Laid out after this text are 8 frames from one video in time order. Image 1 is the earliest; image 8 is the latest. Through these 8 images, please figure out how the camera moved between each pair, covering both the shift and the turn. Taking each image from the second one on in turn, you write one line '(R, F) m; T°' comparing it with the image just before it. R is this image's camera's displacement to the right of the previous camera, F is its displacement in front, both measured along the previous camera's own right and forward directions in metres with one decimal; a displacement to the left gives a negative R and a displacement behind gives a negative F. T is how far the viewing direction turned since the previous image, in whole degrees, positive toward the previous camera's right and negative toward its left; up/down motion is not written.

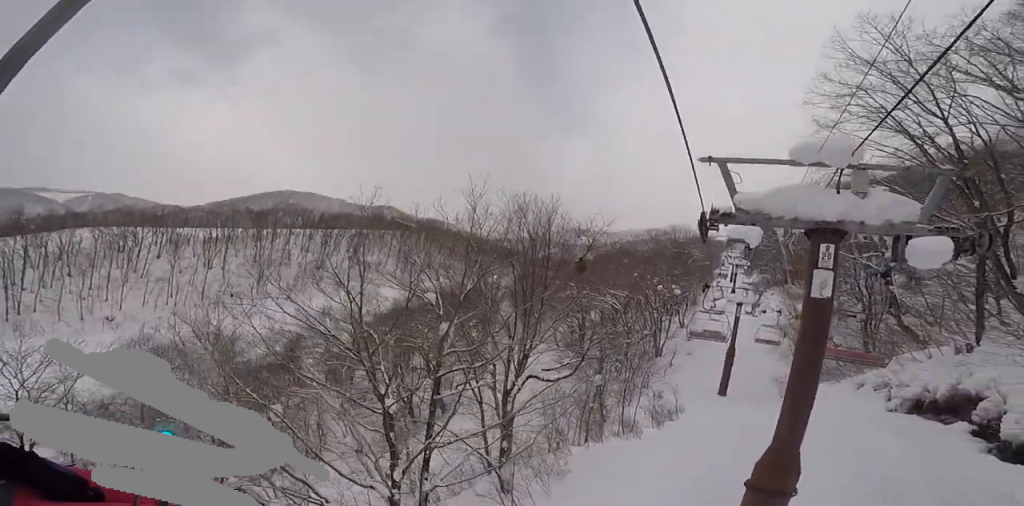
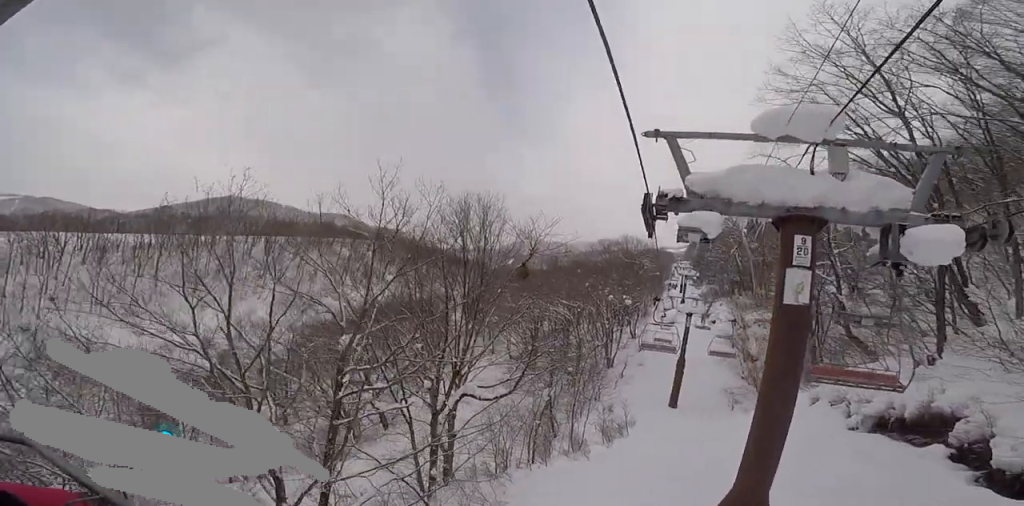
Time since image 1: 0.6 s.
(+0.2, +2.3) m; 0°
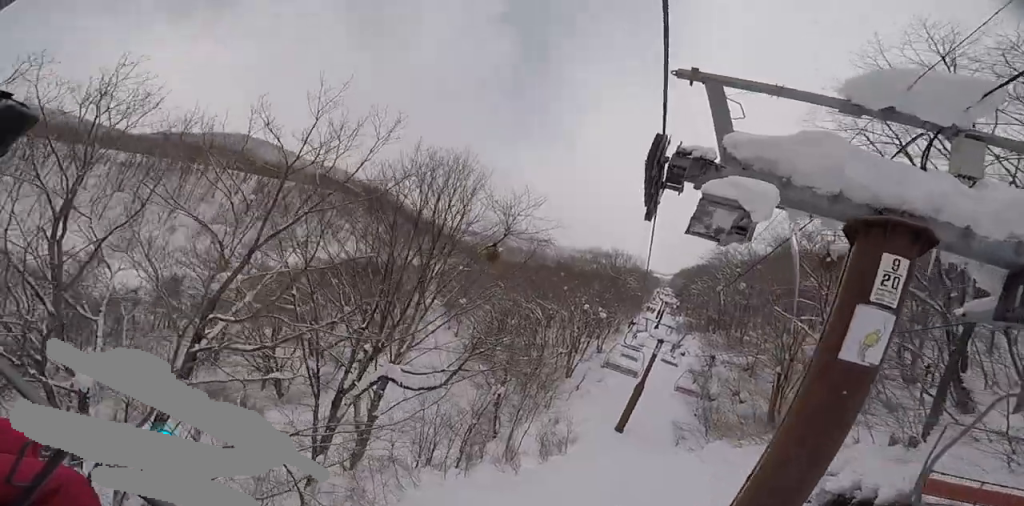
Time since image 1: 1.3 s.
(-0.1, +2.9) m; -2°
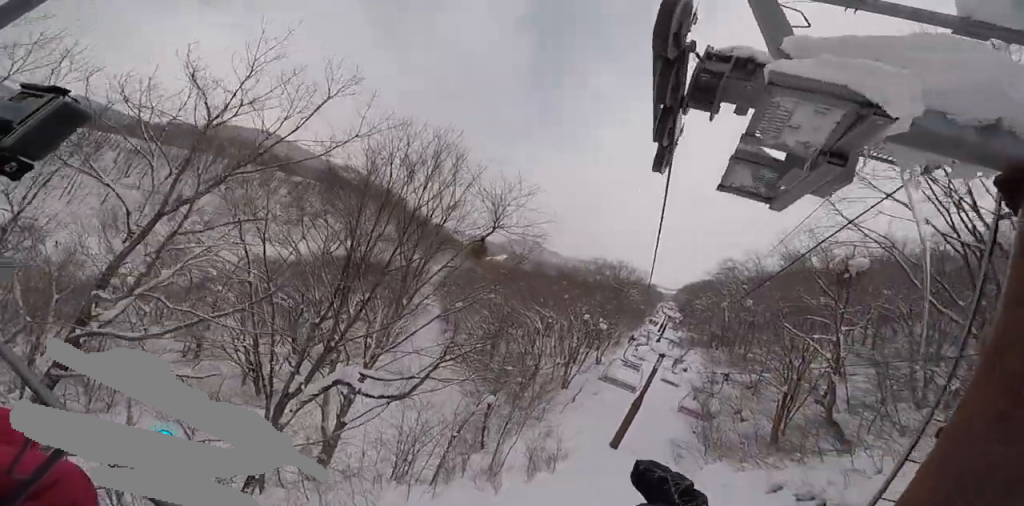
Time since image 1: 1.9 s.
(-0.1, +2.1) m; -3°
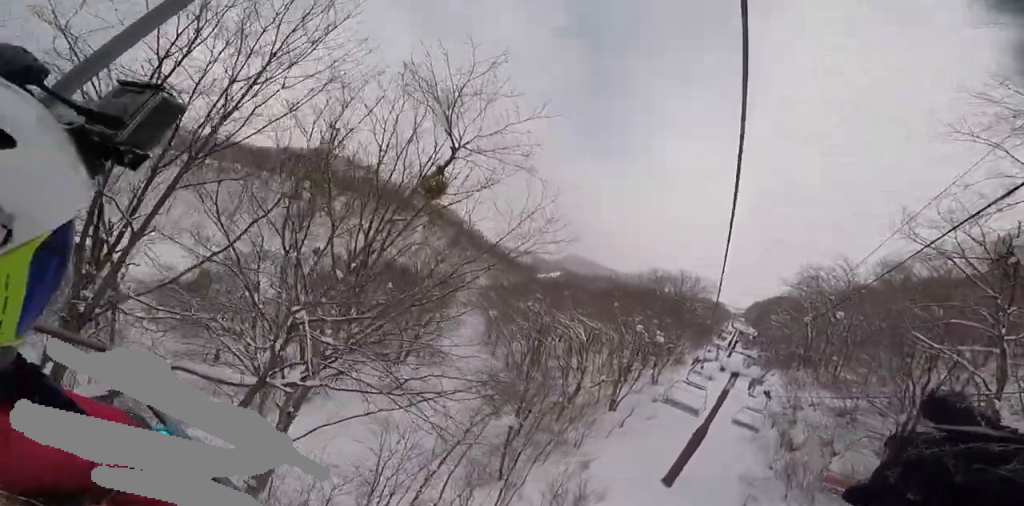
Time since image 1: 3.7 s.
(+0.5, +7.2) m; +8°
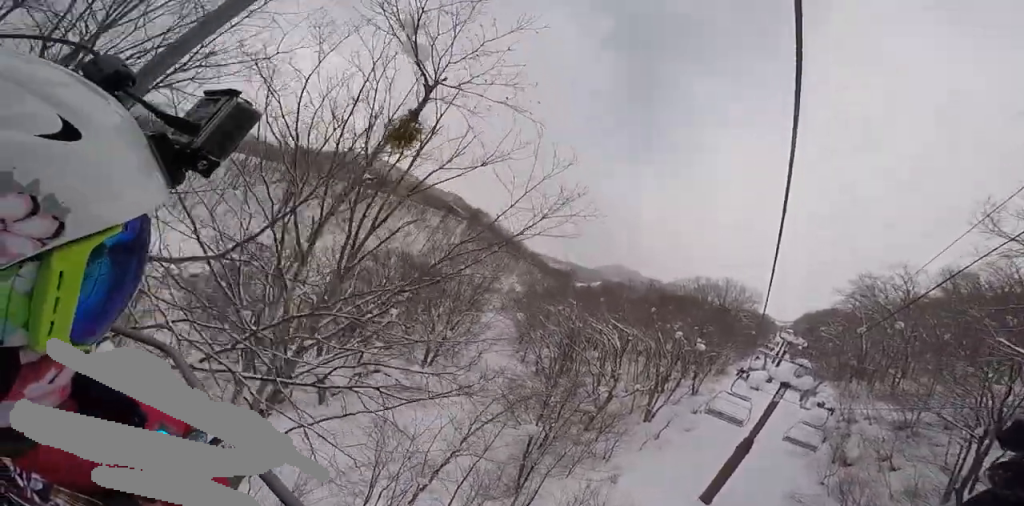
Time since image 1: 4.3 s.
(0.0, +2.7) m; -1°
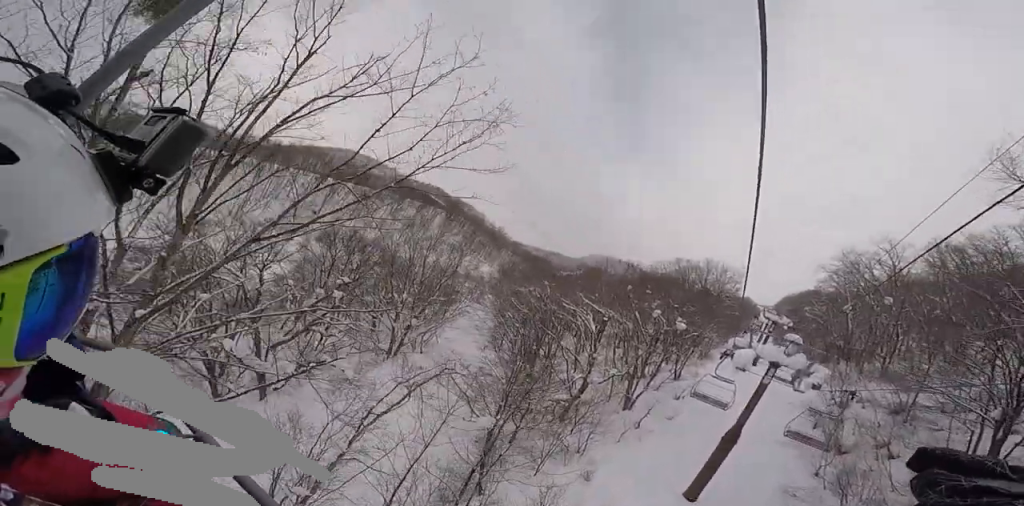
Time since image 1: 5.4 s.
(-0.1, +4.3) m; -2°
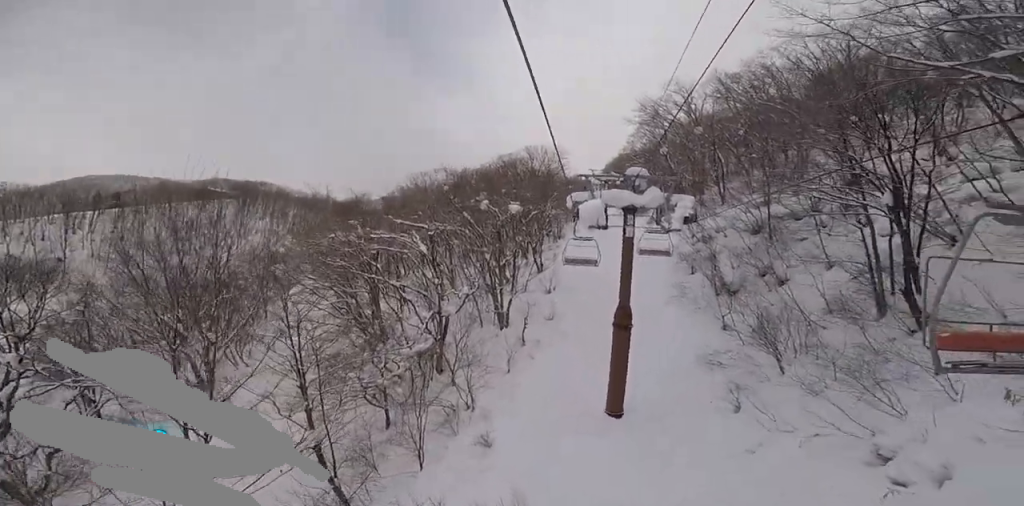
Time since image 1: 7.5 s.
(+0.3, +8.7) m; +1°
